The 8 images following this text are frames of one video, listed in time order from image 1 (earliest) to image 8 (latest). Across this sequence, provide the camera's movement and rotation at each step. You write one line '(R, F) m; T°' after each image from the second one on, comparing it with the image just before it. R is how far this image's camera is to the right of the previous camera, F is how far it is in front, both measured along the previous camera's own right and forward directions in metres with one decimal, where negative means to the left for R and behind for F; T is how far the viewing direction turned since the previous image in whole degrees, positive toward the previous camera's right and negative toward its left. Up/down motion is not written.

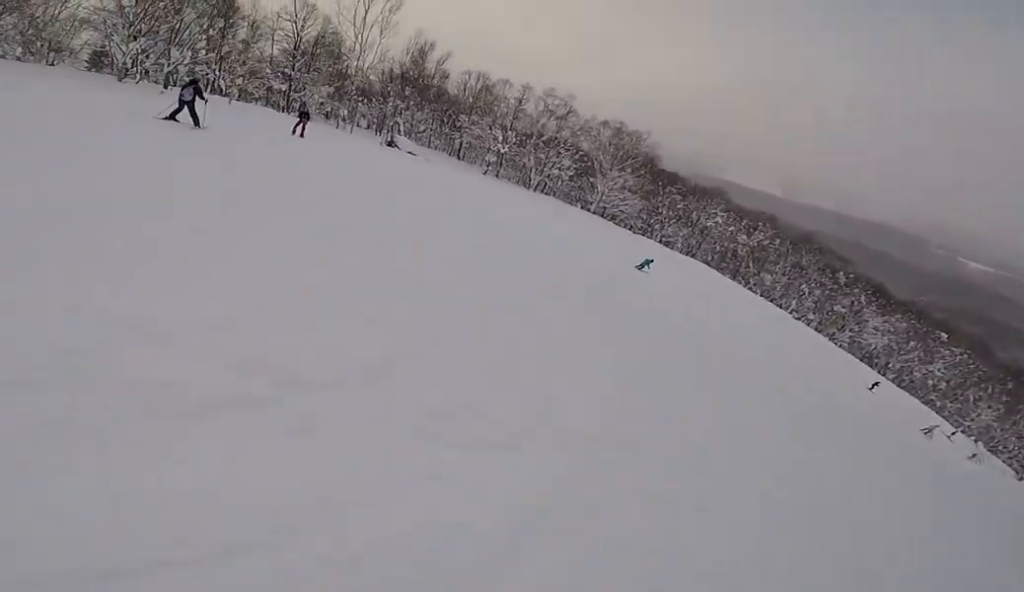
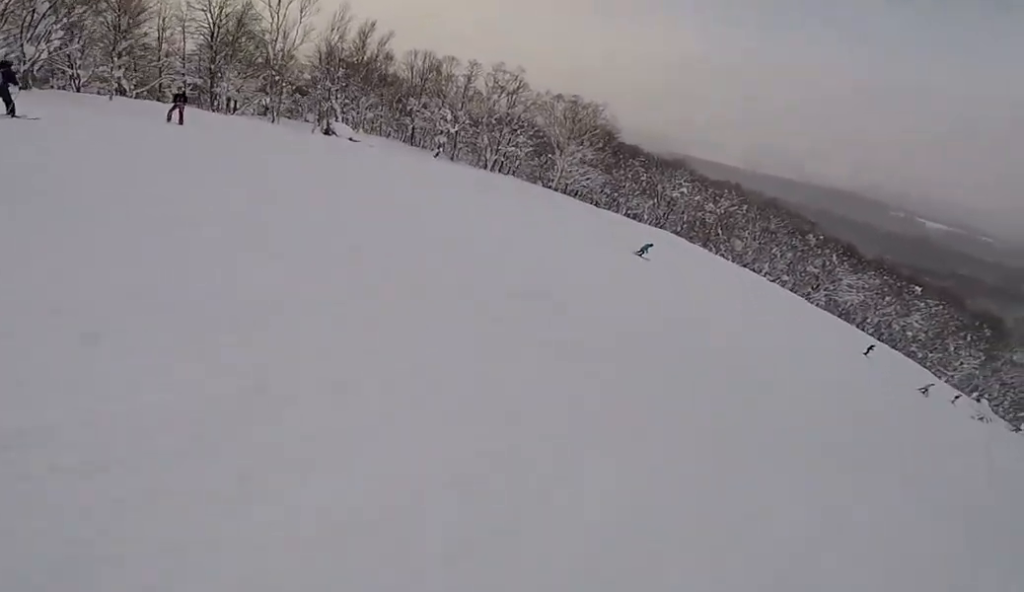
(-0.3, +3.9) m; -12°
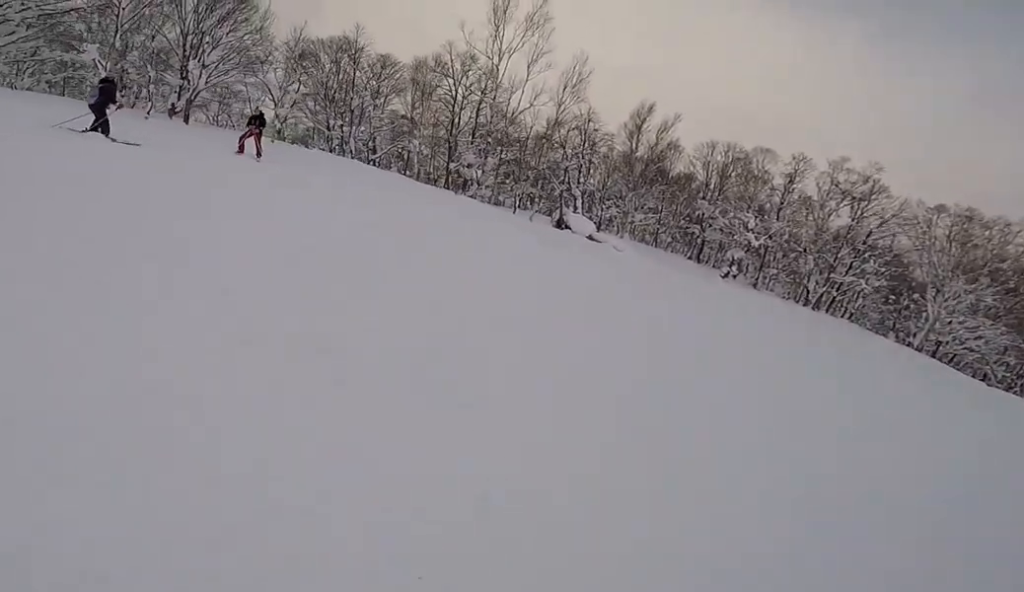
(-3.1, +9.9) m; -28°
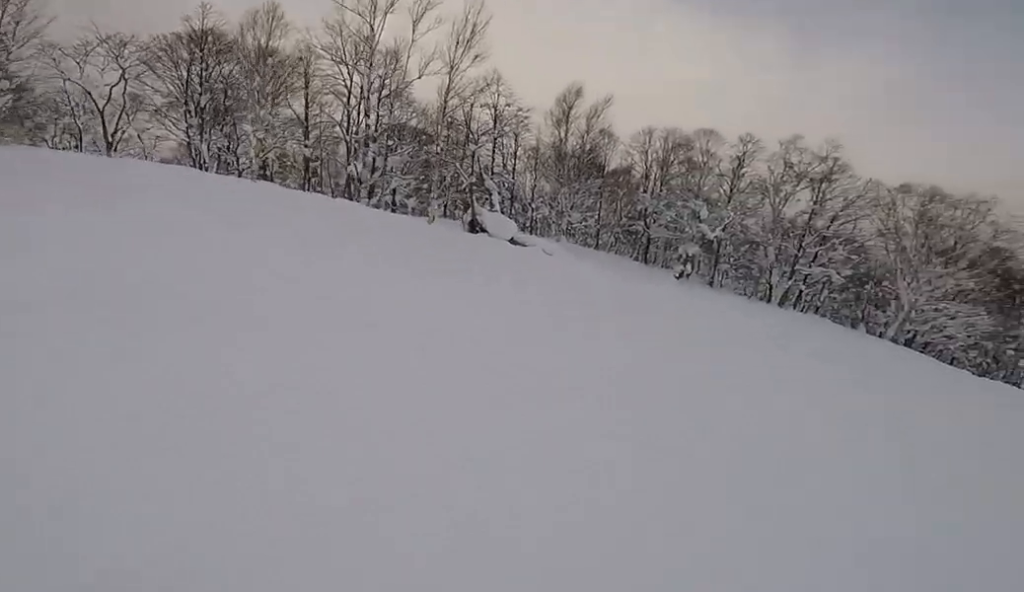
(+0.3, +8.2) m; +10°
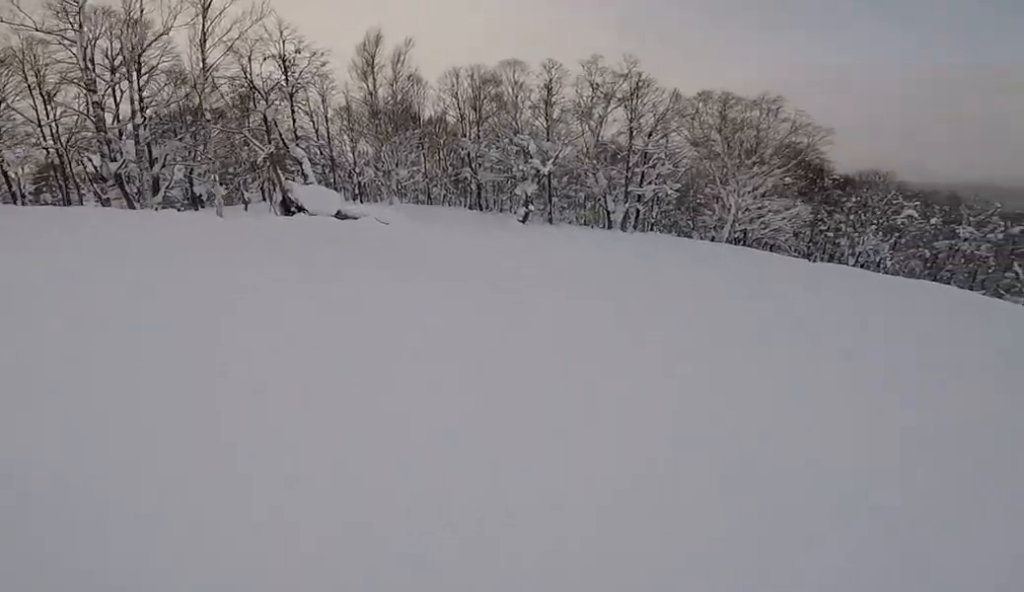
(+0.6, +4.9) m; +9°
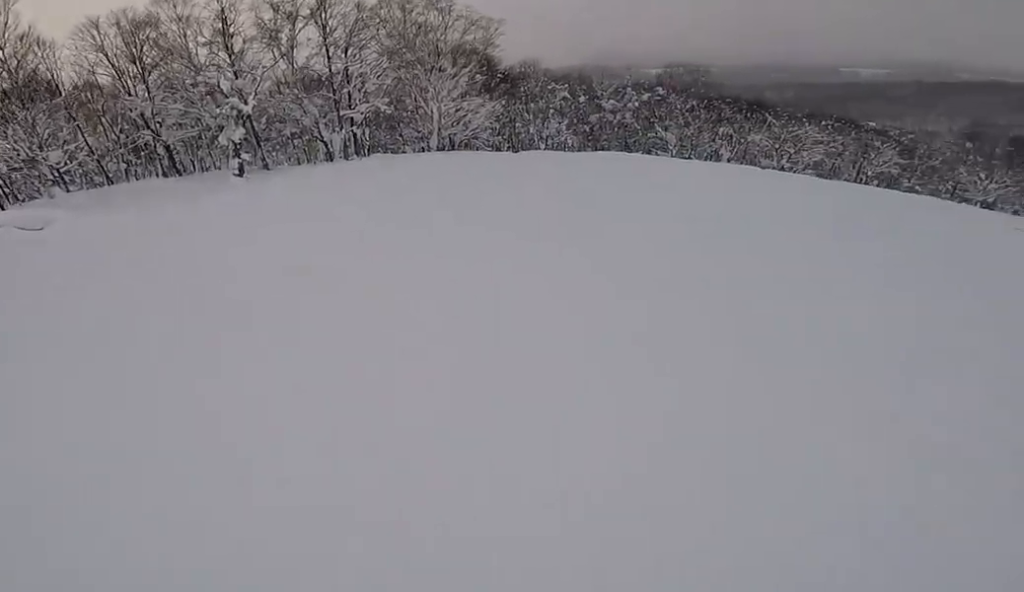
(+0.3, +4.5) m; +27°
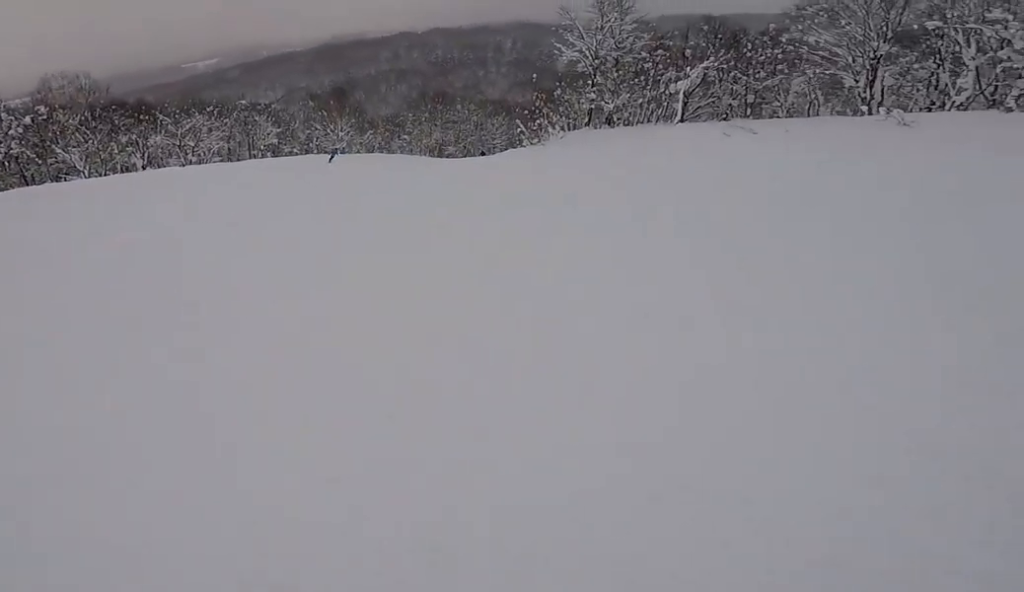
(+2.5, +4.5) m; +47°
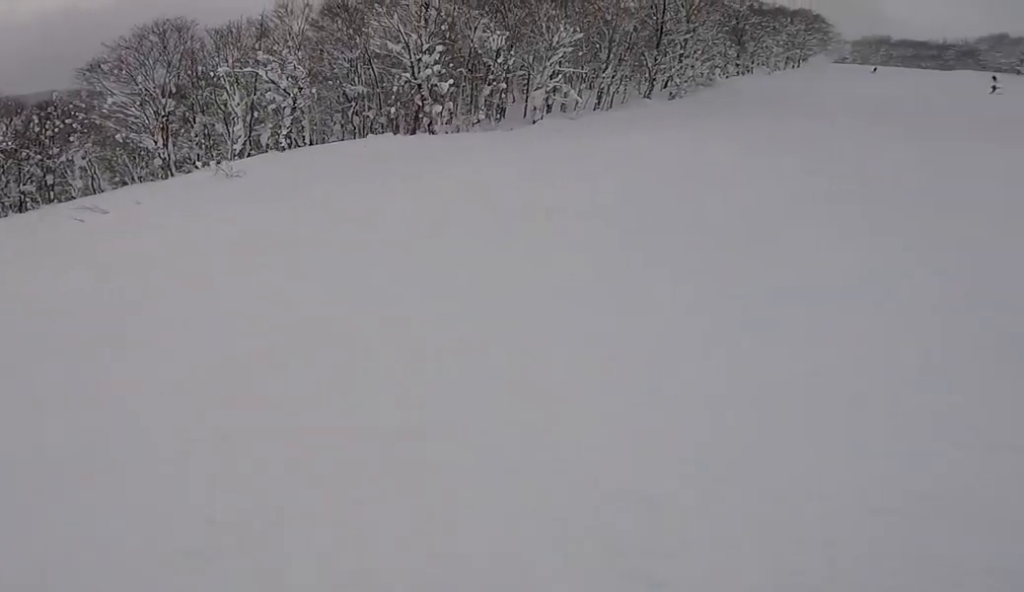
(+1.2, +5.5) m; +19°
